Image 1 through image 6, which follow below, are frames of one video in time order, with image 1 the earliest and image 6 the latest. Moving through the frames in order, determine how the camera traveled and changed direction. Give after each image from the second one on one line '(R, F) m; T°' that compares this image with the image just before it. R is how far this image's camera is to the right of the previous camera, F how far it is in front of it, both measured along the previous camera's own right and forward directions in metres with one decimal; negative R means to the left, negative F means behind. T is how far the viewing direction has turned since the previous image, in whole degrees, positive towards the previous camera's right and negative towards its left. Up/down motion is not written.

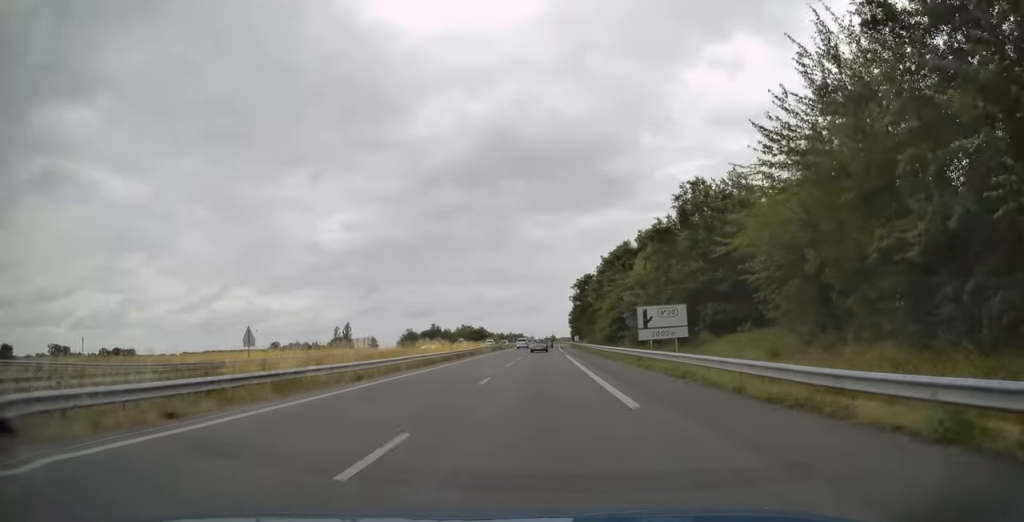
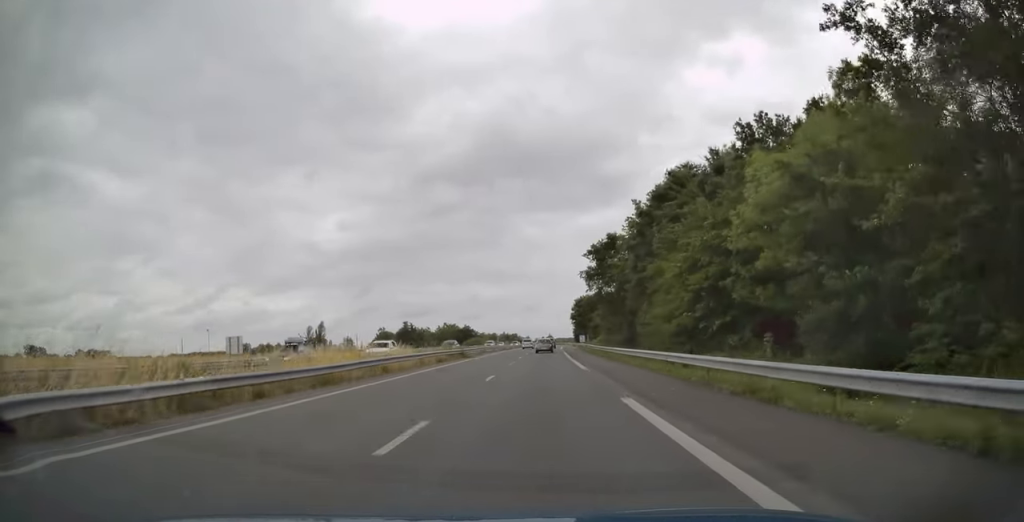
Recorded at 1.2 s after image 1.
(+0.4, +37.5) m; +1°
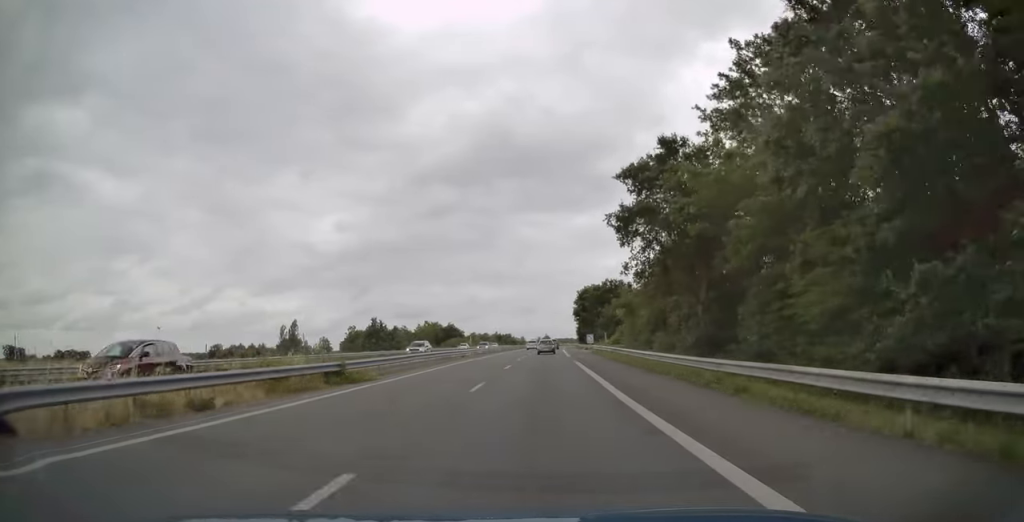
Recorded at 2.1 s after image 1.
(0.0, +30.0) m; 0°
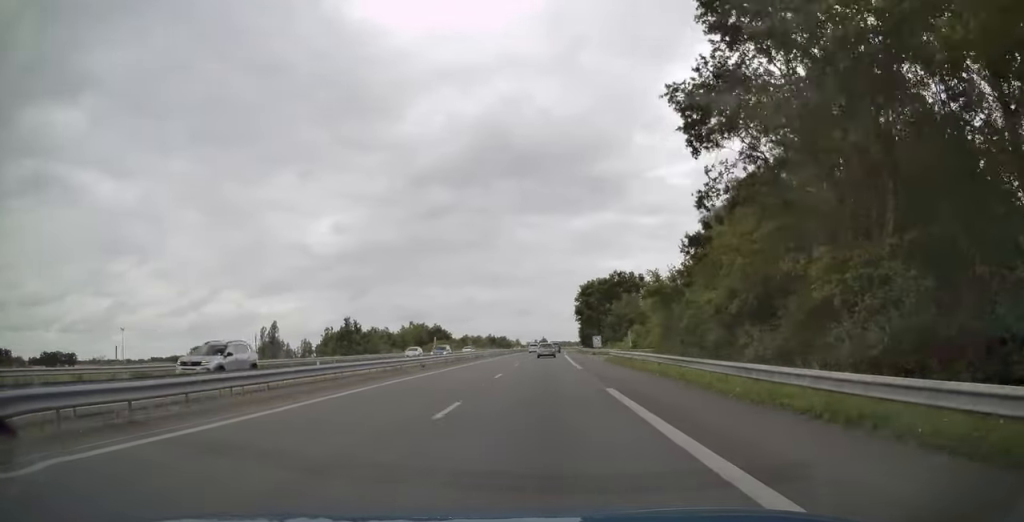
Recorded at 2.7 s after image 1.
(0.0, +18.2) m; 0°
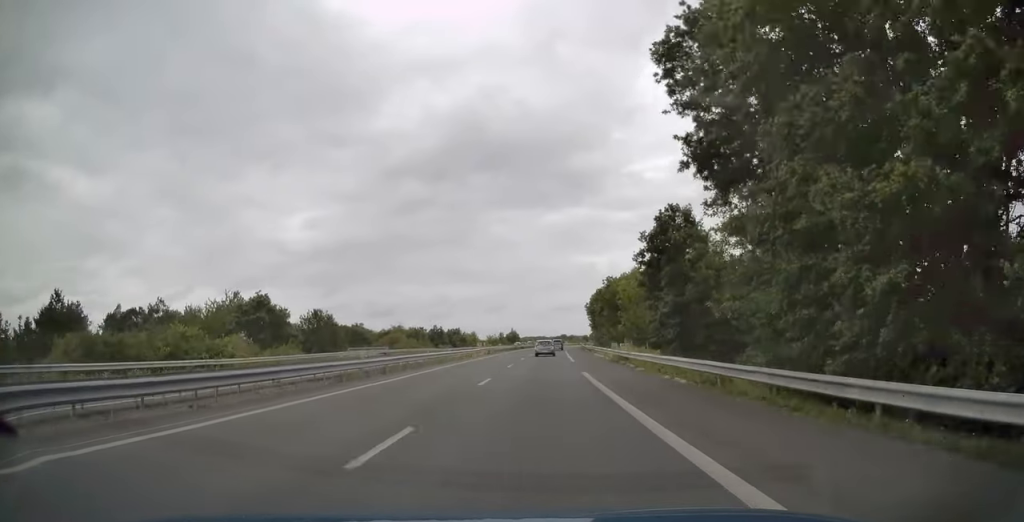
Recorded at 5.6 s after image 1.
(+1.1, +94.8) m; +2°
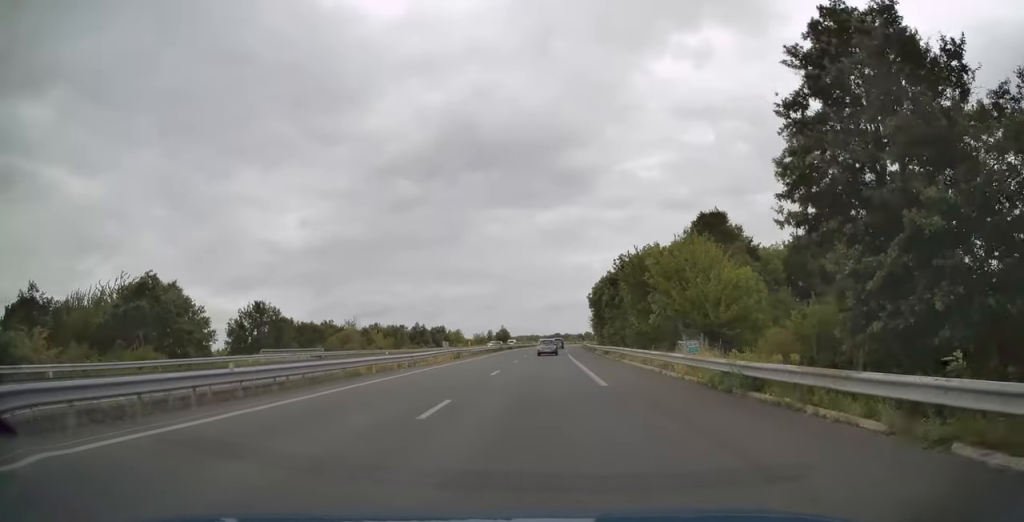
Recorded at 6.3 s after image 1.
(+0.1, +22.0) m; +1°
